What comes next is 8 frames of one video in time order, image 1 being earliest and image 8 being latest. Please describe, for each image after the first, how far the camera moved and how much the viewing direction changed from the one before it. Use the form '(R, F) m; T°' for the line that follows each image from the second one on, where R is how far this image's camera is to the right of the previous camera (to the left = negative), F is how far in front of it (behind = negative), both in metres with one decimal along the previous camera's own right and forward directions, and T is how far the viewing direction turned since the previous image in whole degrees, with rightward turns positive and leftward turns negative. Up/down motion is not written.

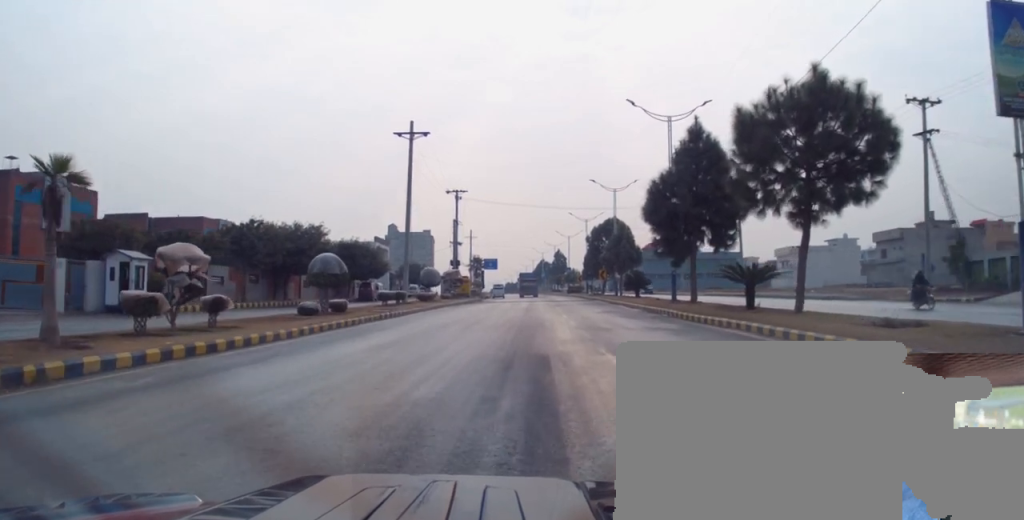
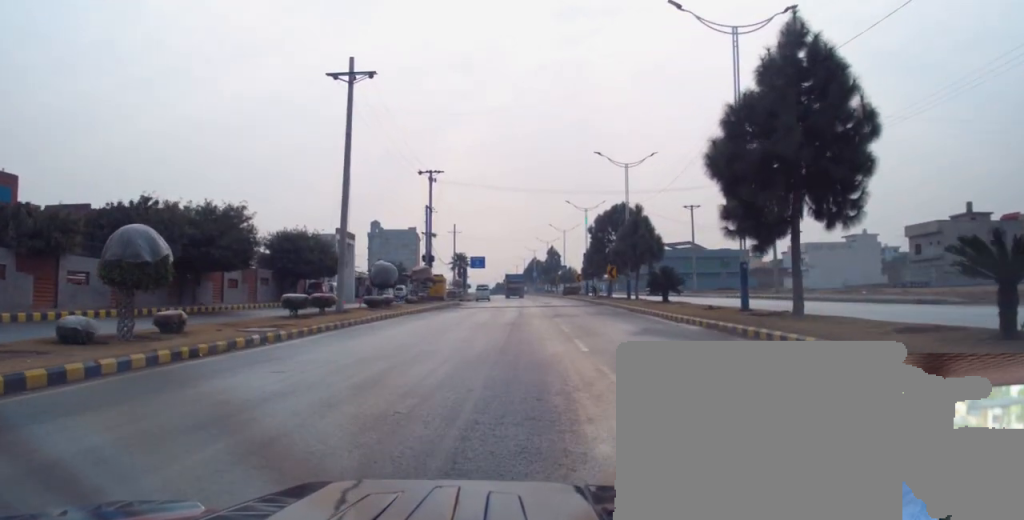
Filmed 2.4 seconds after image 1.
(-0.6, +14.1) m; -2°
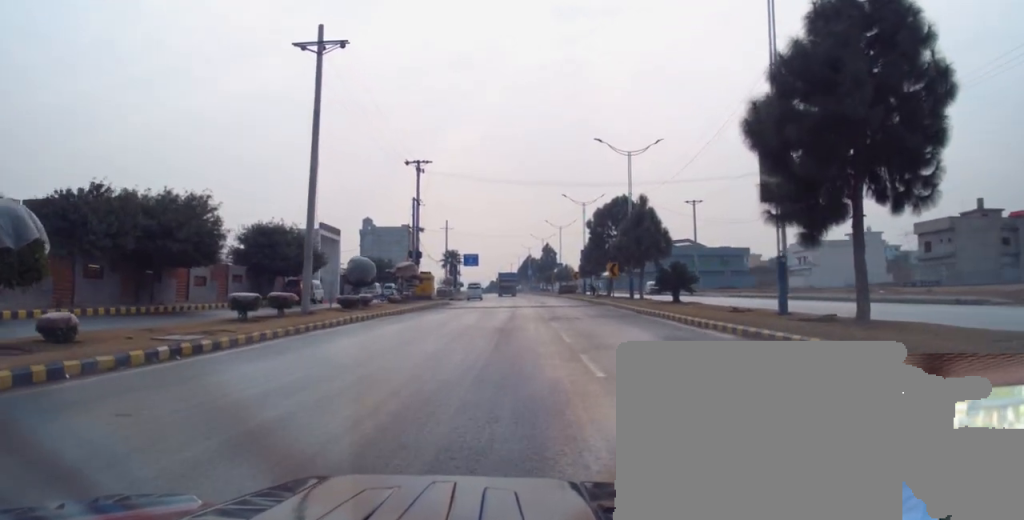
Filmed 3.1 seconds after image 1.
(-0.1, +4.3) m; +1°
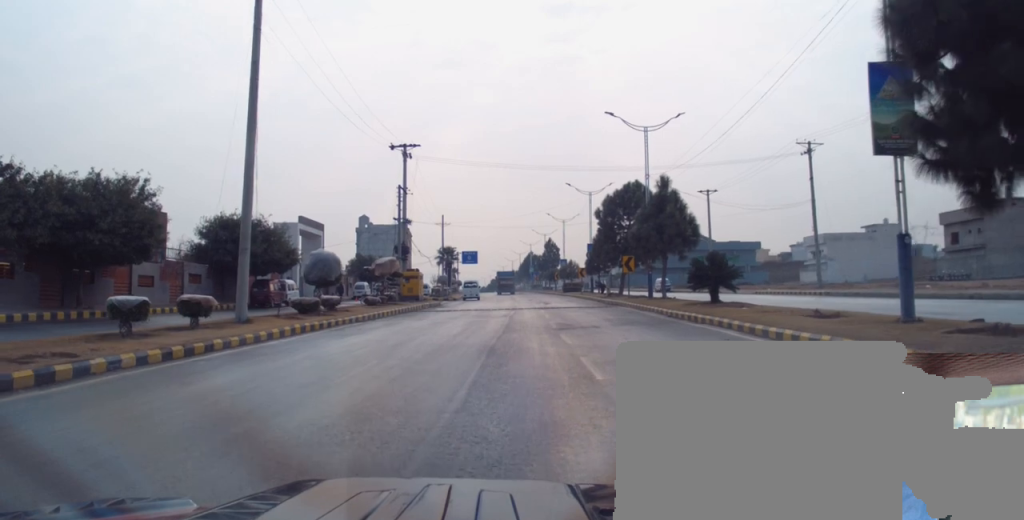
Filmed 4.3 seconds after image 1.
(+0.3, +7.1) m; +2°
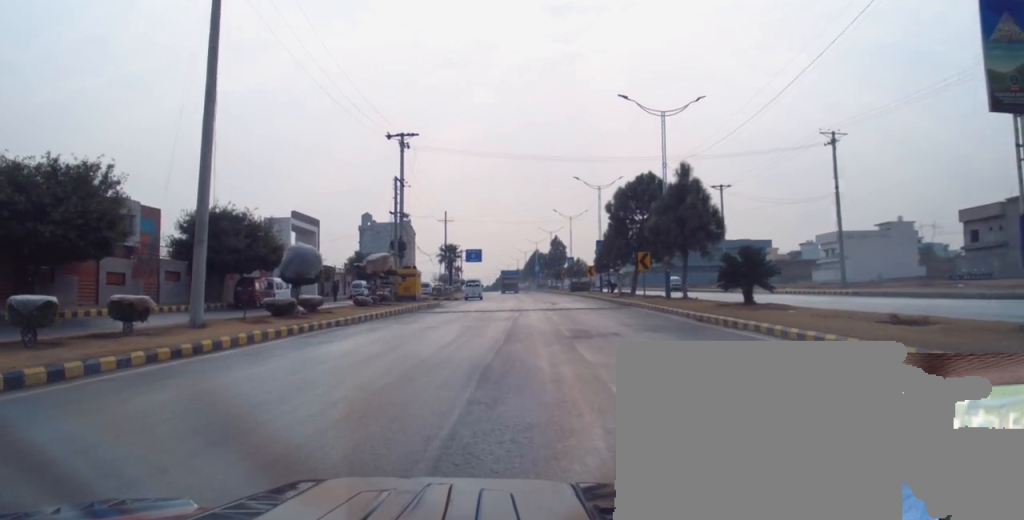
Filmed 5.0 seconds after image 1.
(0.0, +3.7) m; 0°
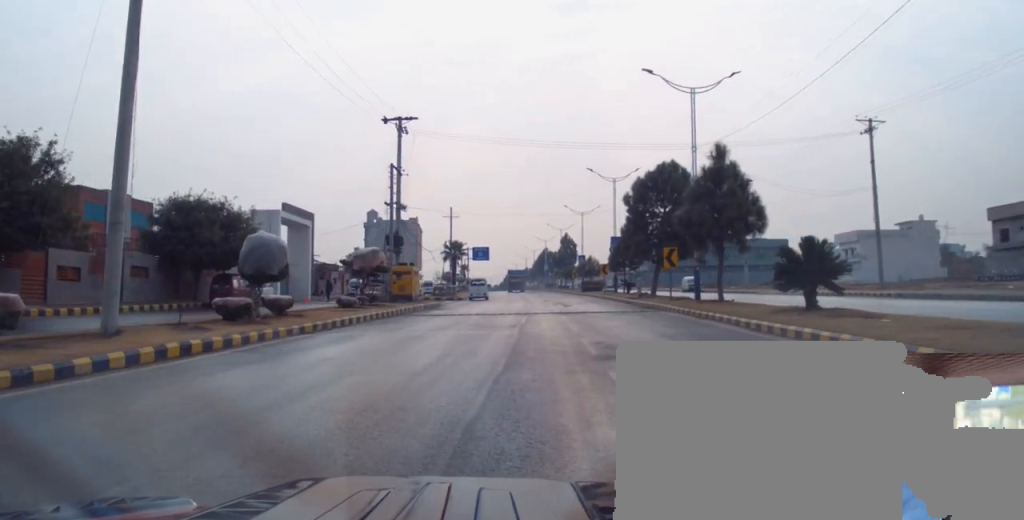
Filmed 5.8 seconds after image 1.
(+0.1, +4.8) m; 0°
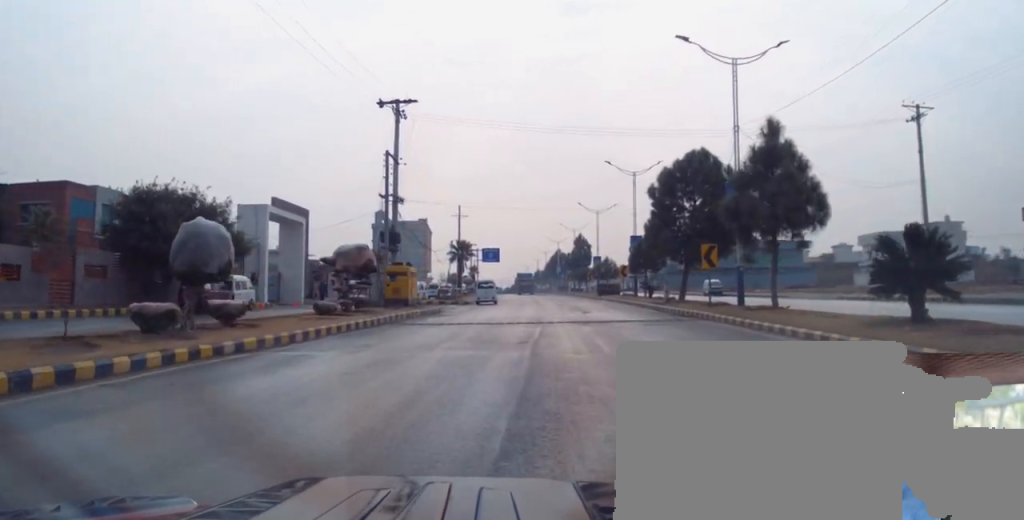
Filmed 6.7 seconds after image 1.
(-0.1, +5.1) m; 0°
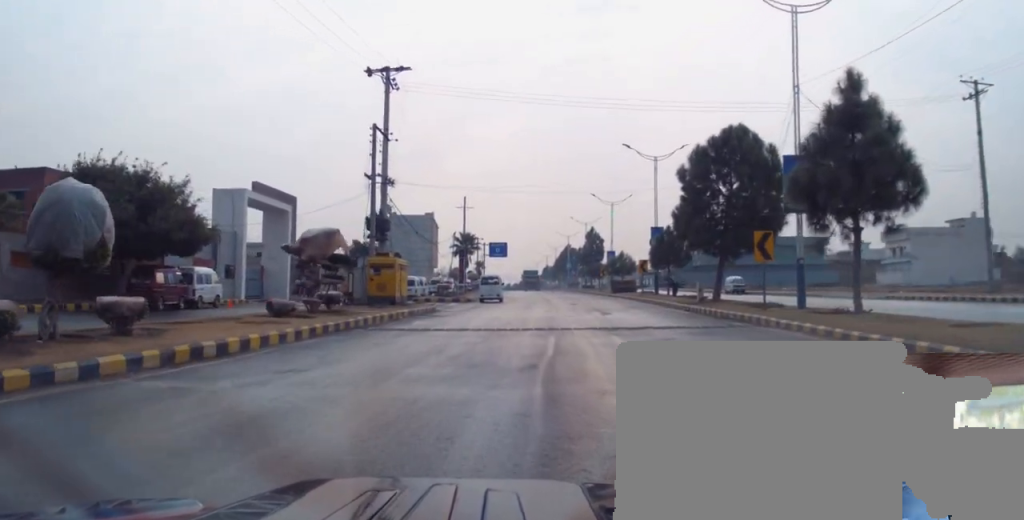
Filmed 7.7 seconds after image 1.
(+0.1, +5.8) m; 0°
